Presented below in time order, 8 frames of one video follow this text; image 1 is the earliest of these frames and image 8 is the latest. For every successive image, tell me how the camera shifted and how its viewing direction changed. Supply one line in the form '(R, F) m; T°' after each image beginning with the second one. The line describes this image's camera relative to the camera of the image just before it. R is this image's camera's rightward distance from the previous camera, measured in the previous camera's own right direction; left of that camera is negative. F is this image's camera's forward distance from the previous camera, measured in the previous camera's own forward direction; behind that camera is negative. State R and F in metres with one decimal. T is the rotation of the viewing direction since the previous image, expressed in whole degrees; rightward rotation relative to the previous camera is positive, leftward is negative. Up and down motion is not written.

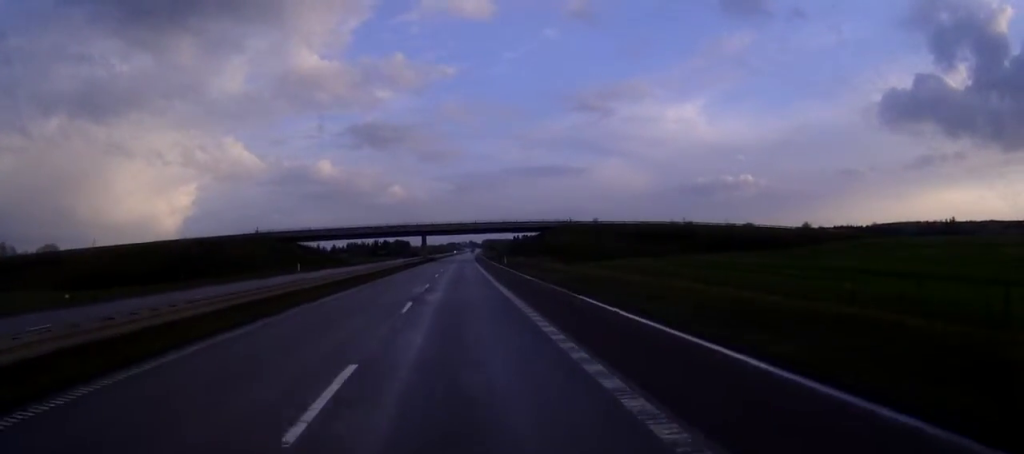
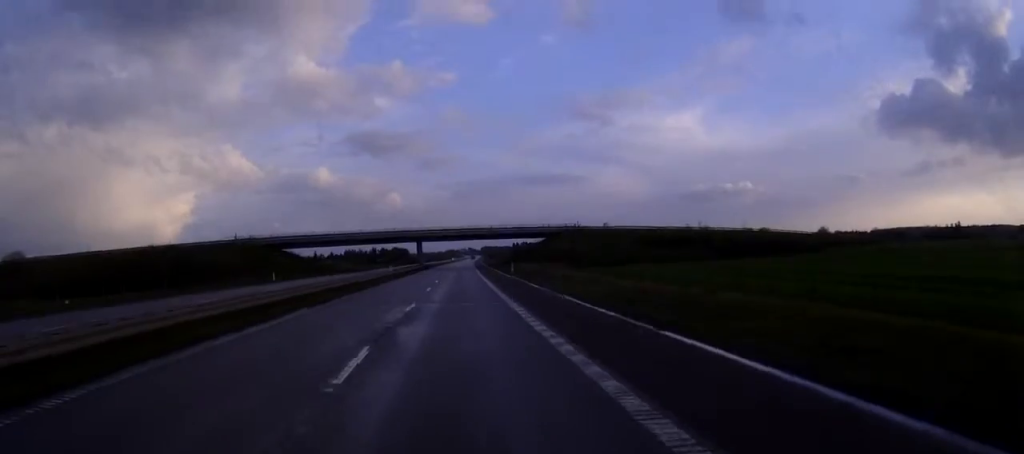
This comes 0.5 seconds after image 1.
(0.0, +12.1) m; 0°
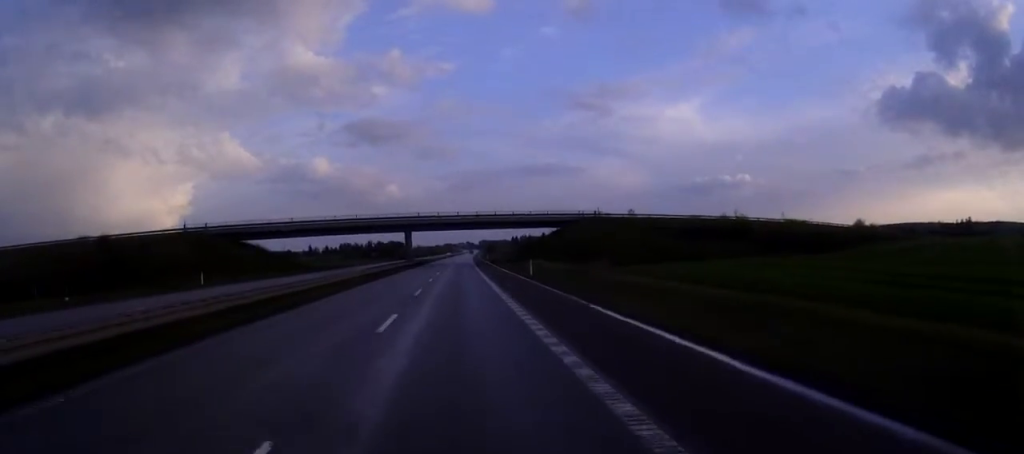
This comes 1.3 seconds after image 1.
(0.0, +22.6) m; 0°
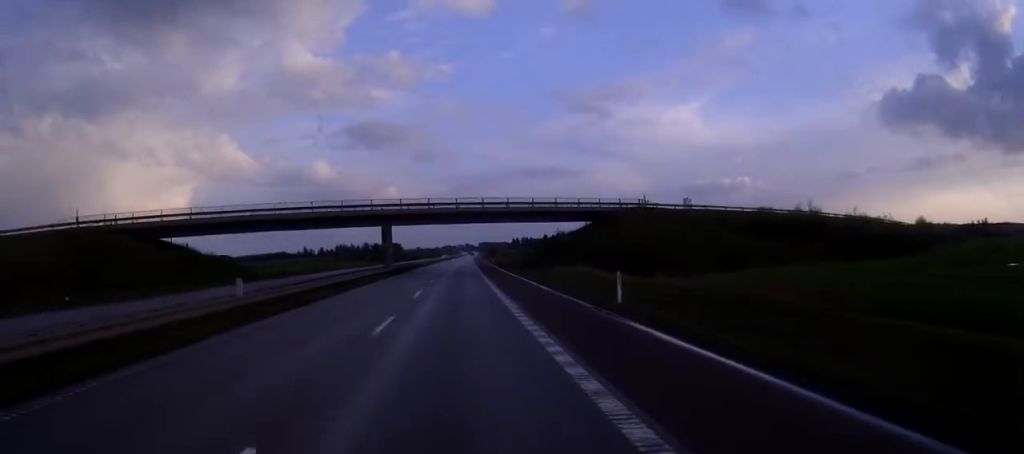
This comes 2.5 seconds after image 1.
(+0.1, +30.4) m; 0°
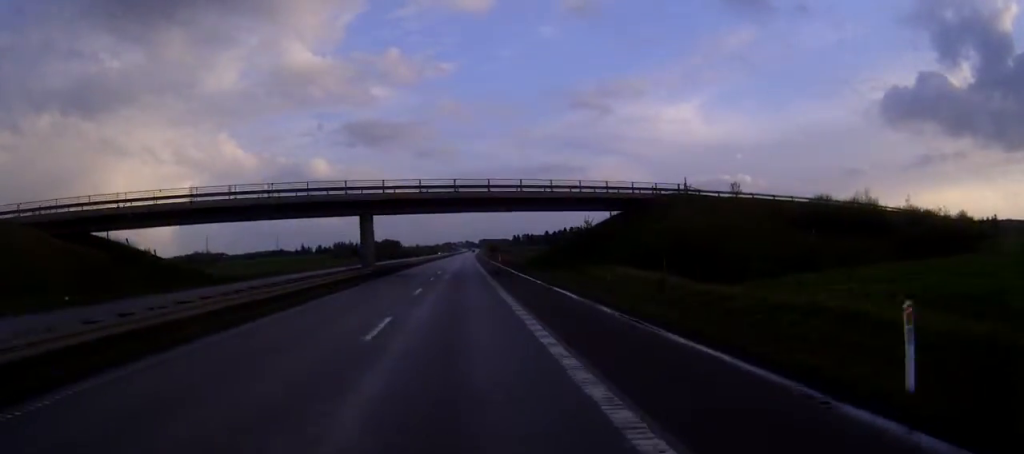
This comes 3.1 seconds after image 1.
(0.0, +16.5) m; 0°
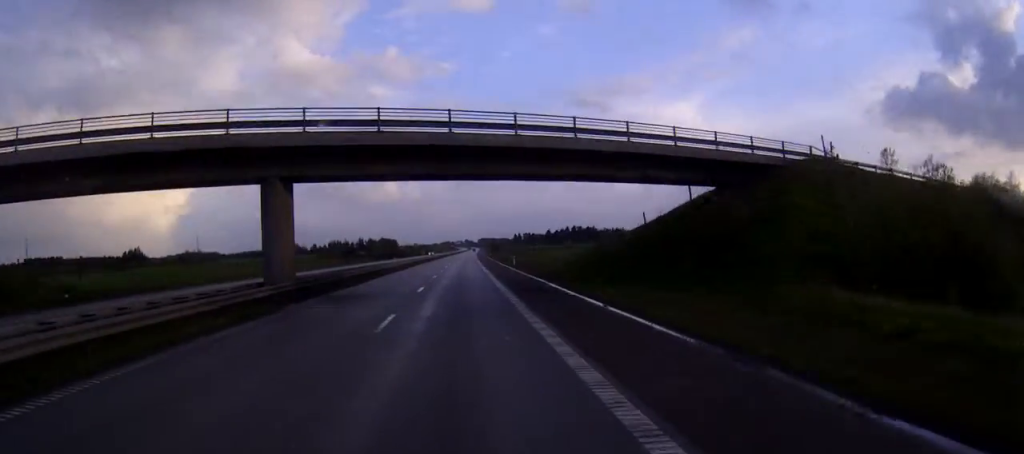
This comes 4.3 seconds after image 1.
(0.0, +29.5) m; 0°
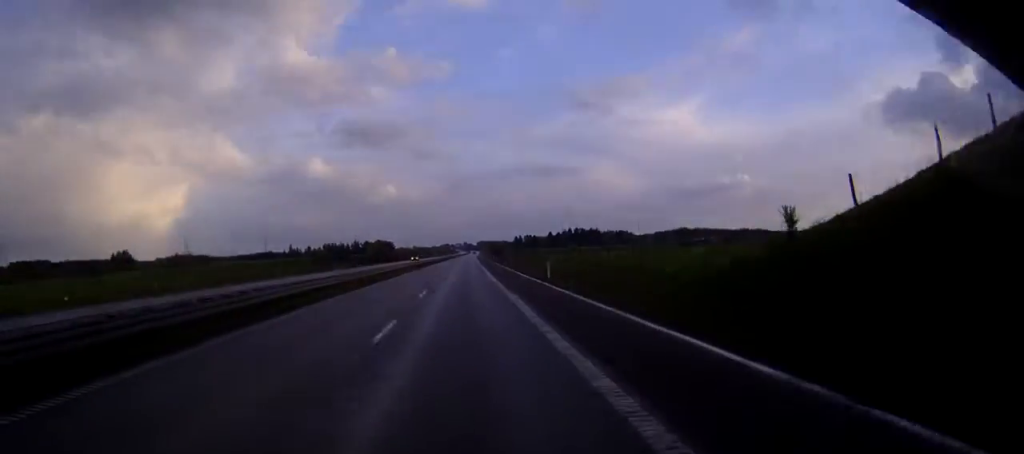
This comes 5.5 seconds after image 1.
(0.0, +31.2) m; 0°
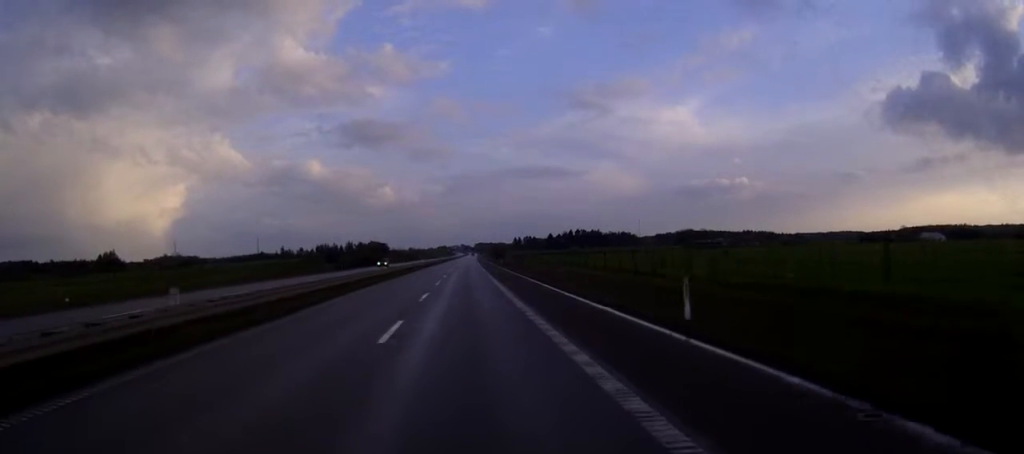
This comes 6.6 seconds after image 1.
(+0.2, +29.5) m; 0°
